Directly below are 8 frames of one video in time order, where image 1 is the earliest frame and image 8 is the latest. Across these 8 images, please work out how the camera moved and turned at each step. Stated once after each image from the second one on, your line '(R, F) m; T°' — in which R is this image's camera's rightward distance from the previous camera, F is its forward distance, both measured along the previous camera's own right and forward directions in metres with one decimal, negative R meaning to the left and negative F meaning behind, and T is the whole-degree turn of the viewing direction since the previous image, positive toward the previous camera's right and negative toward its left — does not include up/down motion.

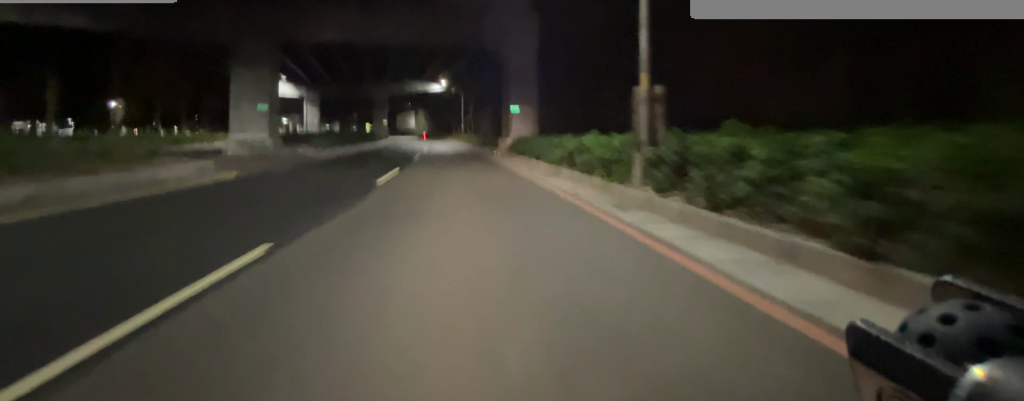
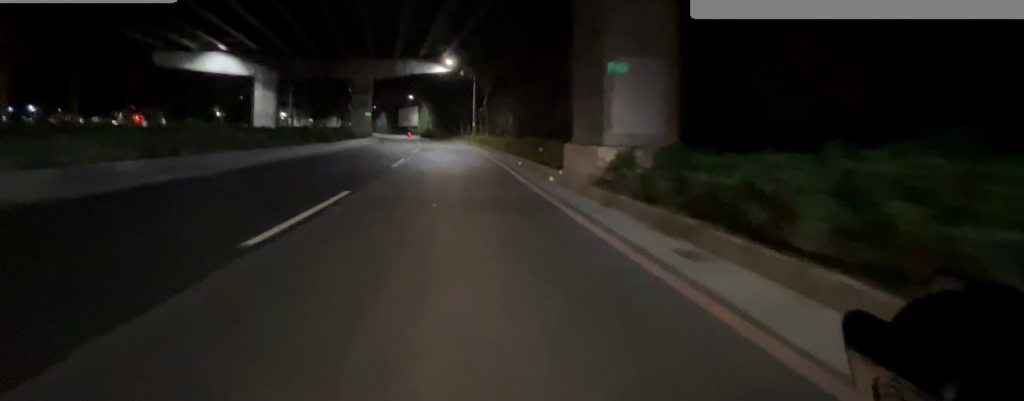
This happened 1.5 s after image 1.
(-0.2, +15.5) m; -2°
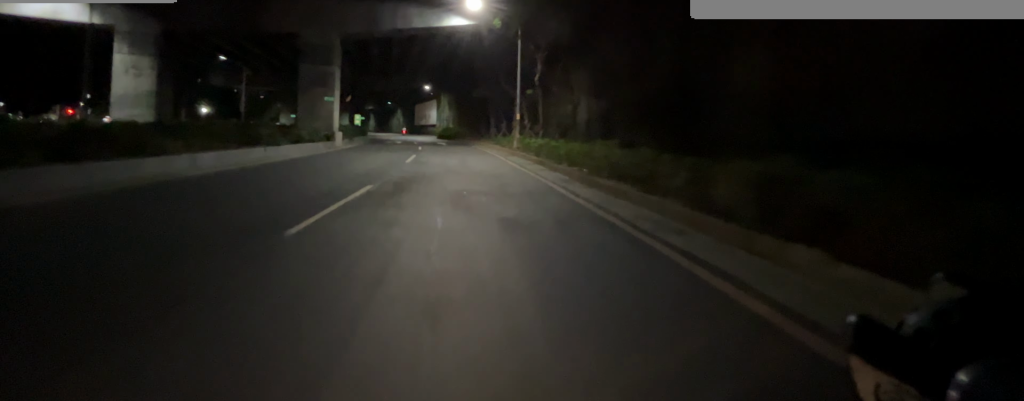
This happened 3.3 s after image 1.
(-0.2, +18.7) m; -1°
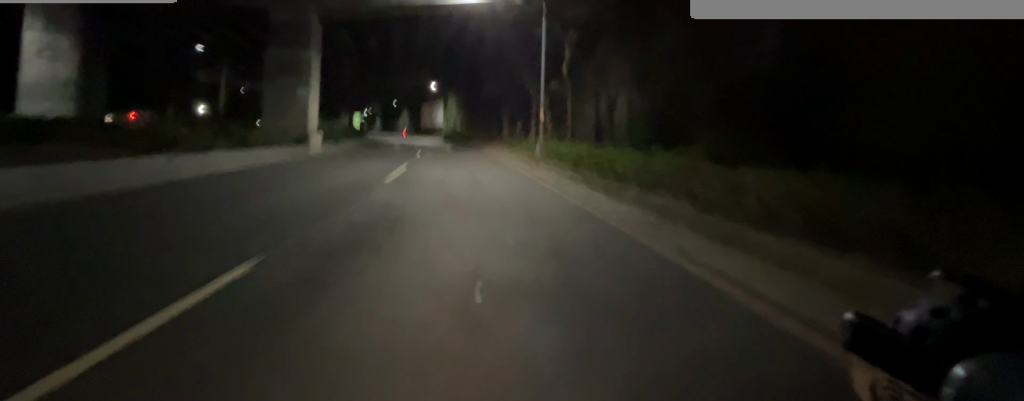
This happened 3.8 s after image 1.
(0.0, +4.9) m; 0°
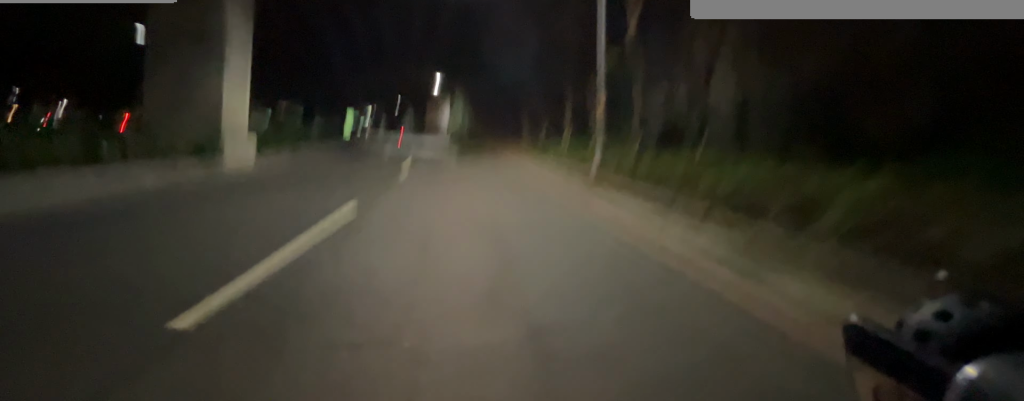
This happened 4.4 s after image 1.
(0.0, +7.0) m; 0°
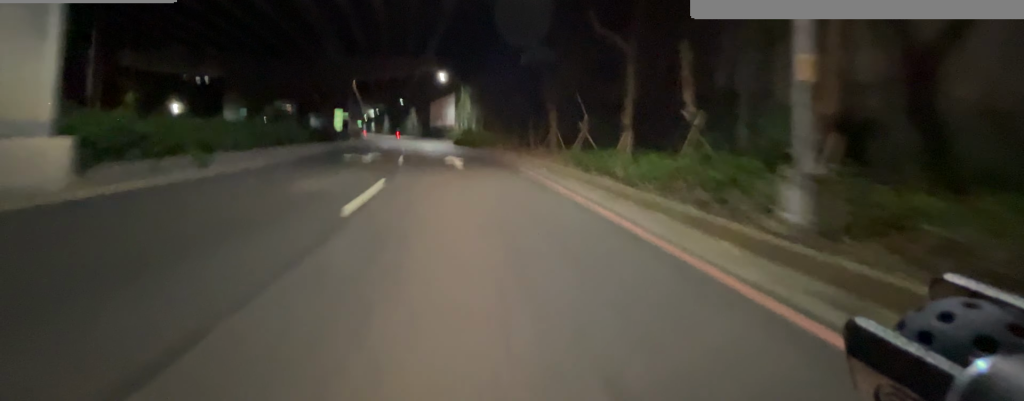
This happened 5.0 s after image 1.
(-0.1, +6.3) m; 0°
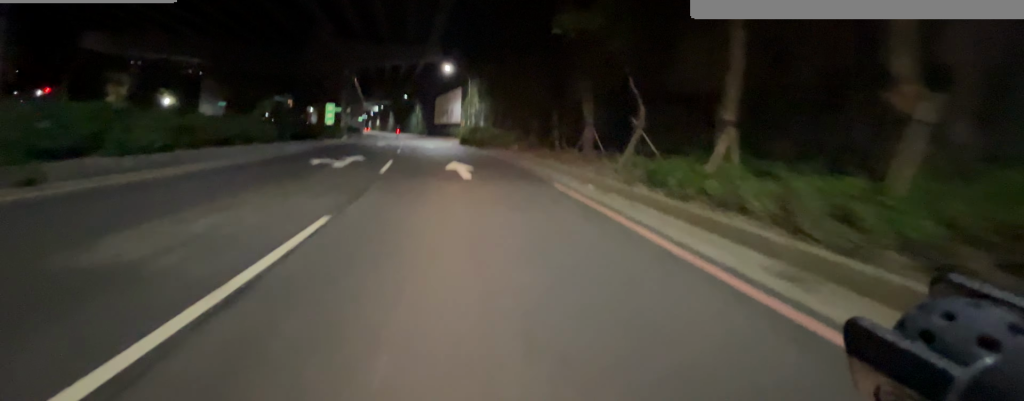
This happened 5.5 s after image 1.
(0.0, +4.5) m; -1°
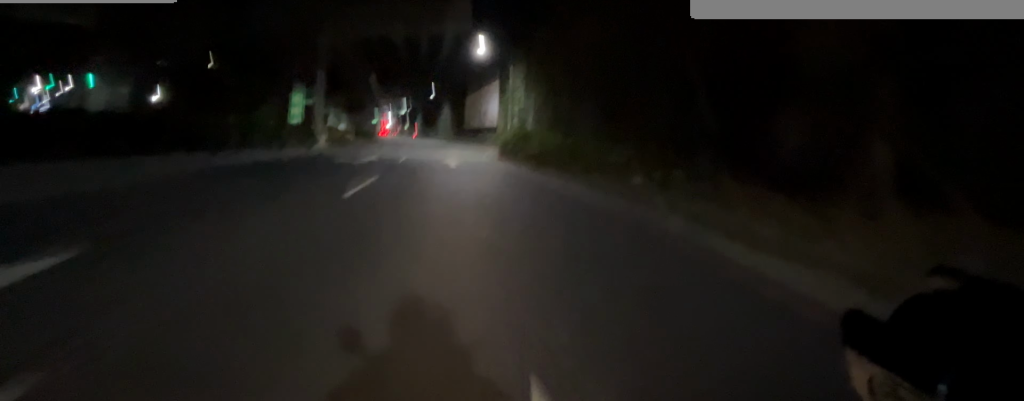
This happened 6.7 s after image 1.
(-0.6, +13.3) m; -5°
